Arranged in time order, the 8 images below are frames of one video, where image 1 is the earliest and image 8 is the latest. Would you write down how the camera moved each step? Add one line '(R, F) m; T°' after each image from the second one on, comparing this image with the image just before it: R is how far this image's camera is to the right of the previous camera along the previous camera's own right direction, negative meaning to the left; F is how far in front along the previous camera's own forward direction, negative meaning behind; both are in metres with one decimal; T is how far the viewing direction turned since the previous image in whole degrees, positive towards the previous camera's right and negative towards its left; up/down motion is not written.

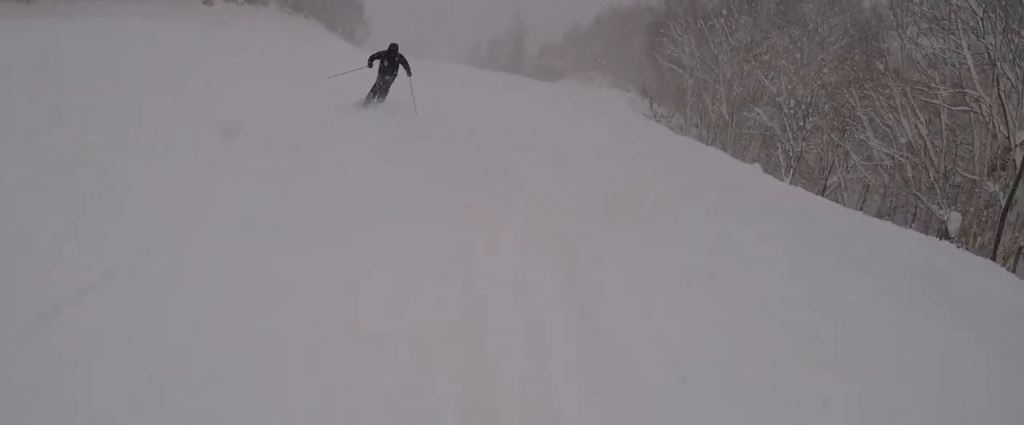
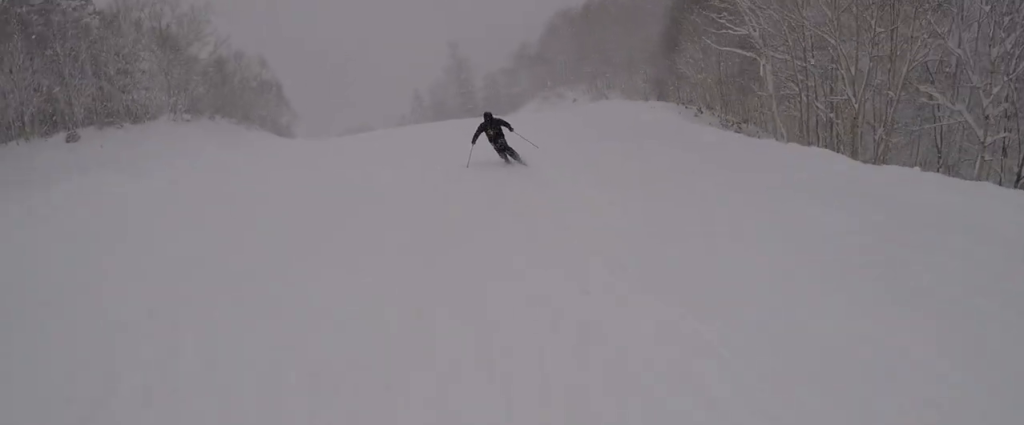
(-1.4, +13.0) m; -6°
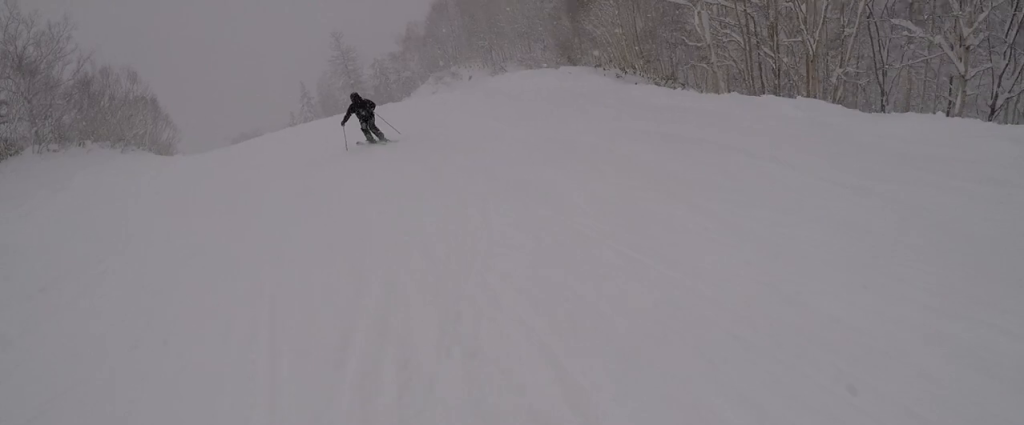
(0.0, +3.5) m; +4°
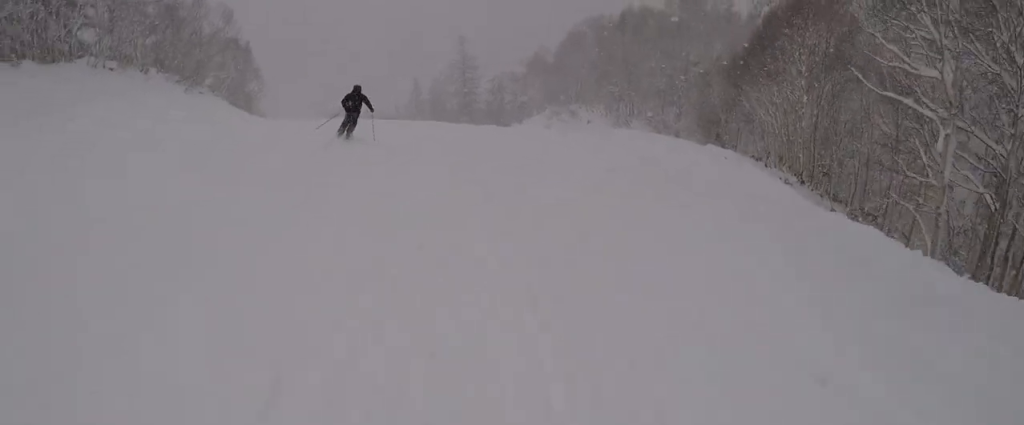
(+0.5, +7.1) m; +5°
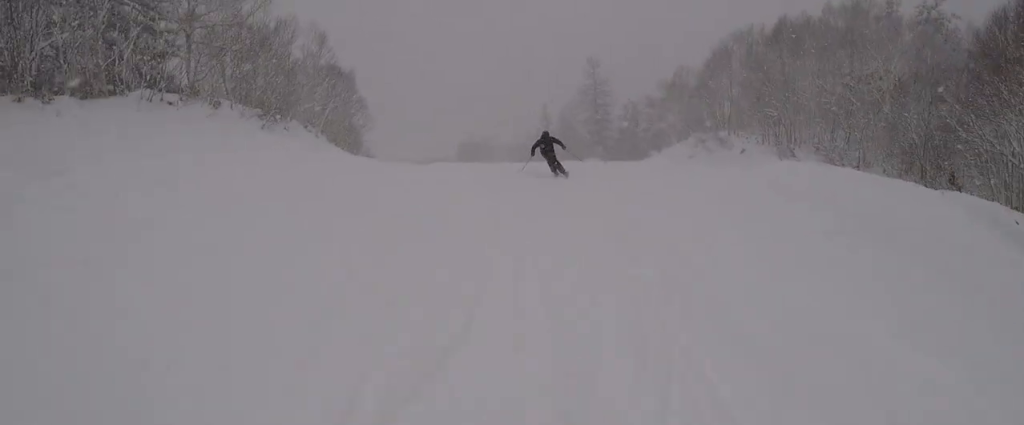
(0.0, +8.8) m; -3°
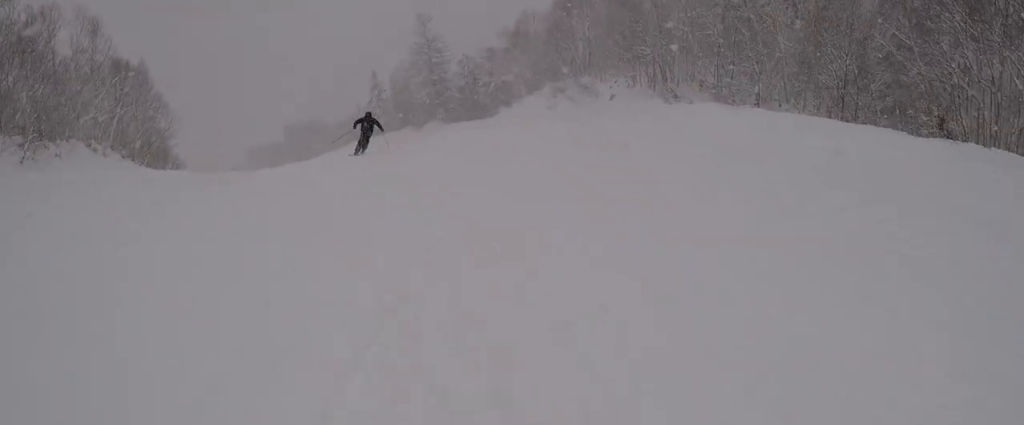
(-0.1, +7.5) m; +1°
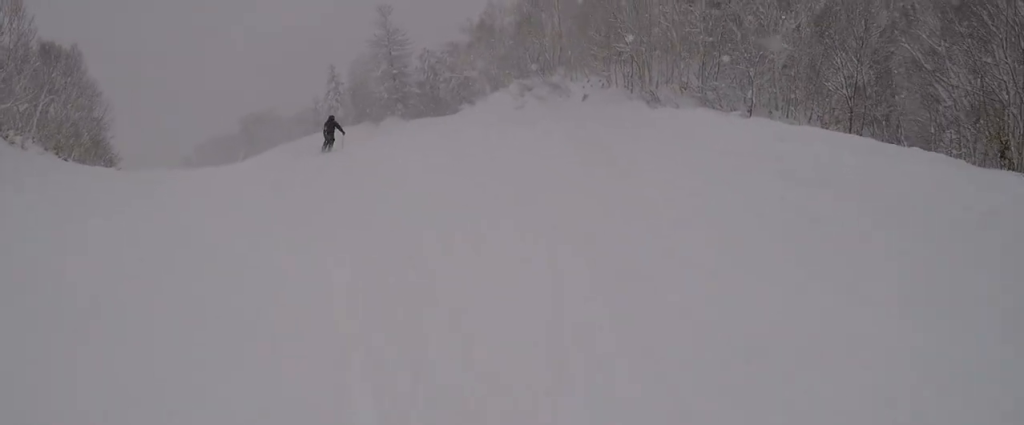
(+0.1, +4.1) m; -1°
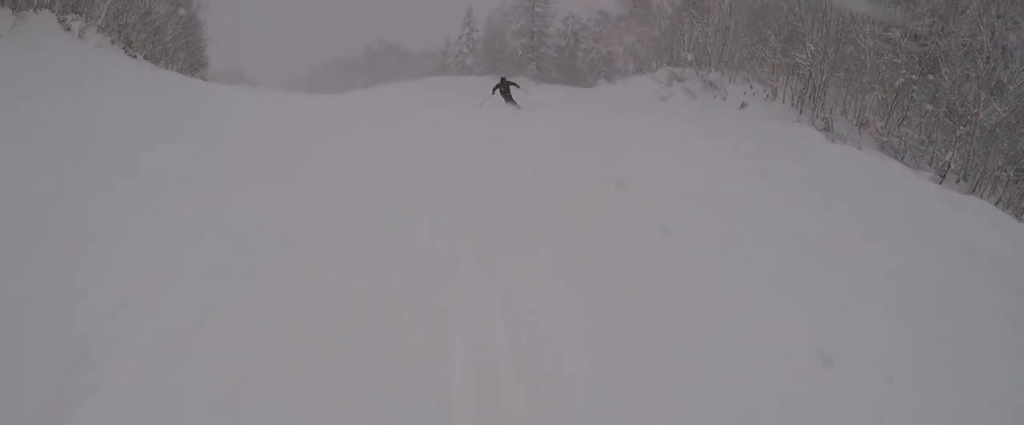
(-0.1, +5.4) m; -6°
